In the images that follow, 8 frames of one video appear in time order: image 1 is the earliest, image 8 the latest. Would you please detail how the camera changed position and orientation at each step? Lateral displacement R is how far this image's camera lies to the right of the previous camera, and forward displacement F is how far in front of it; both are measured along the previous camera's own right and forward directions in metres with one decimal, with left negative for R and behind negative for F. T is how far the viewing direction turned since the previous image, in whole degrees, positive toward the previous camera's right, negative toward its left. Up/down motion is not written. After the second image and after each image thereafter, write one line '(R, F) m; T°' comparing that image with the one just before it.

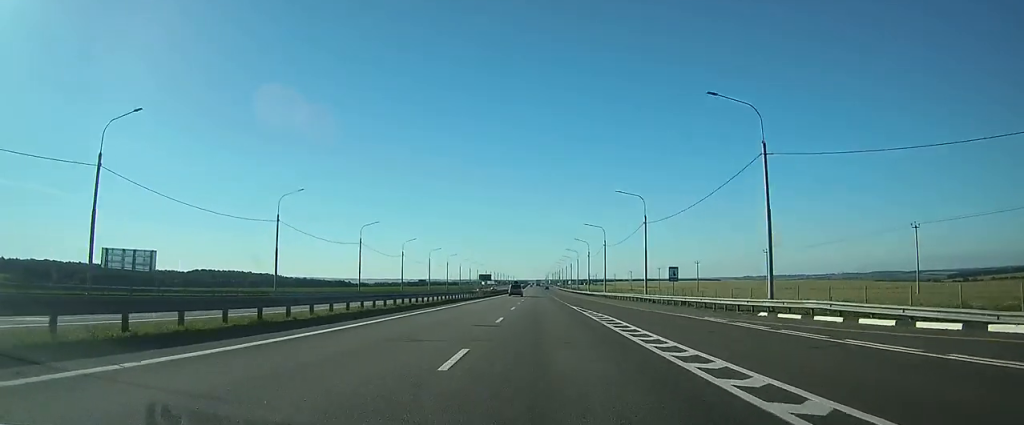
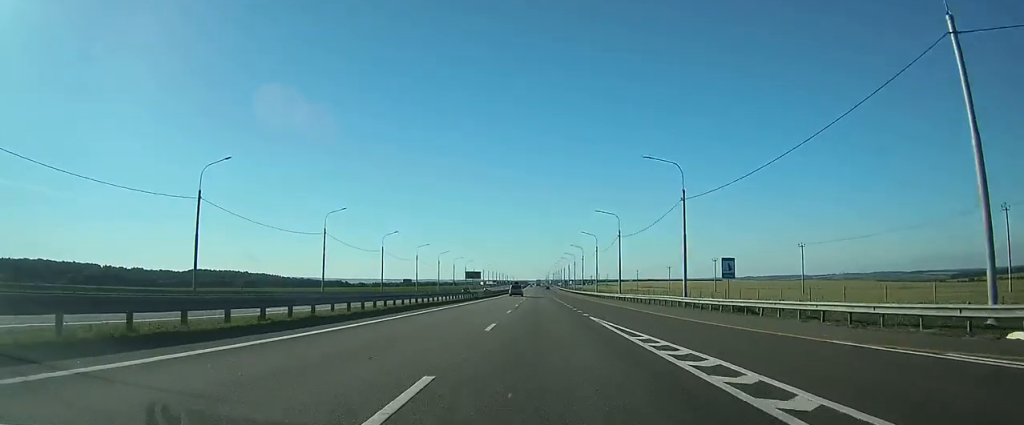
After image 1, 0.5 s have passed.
(0.0, +15.6) m; 0°
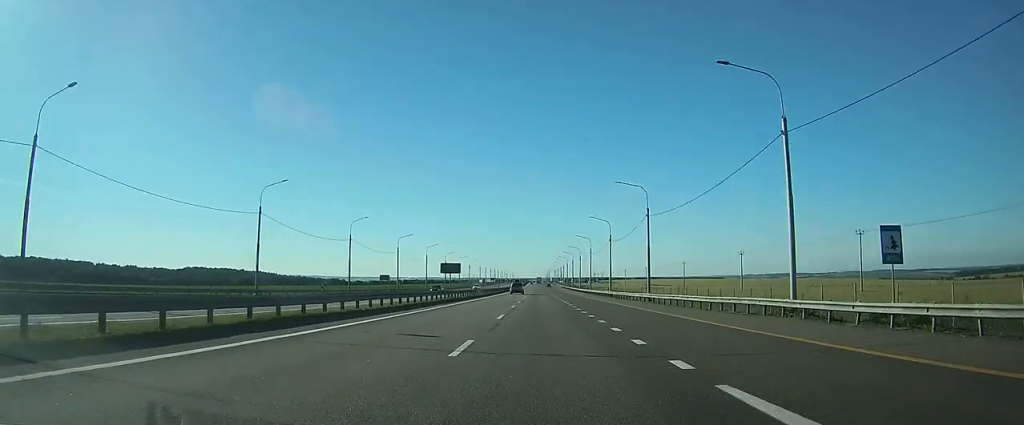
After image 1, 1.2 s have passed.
(0.0, +18.6) m; 0°
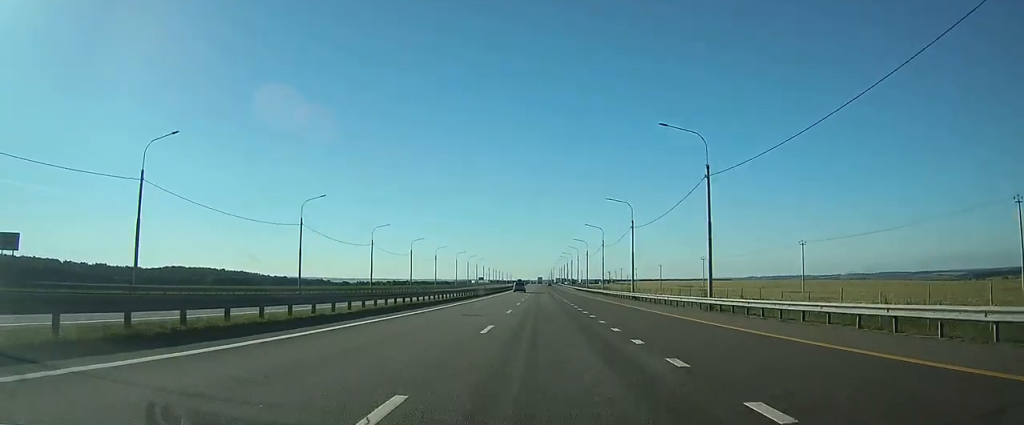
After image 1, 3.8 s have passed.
(-0.2, +78.4) m; 0°
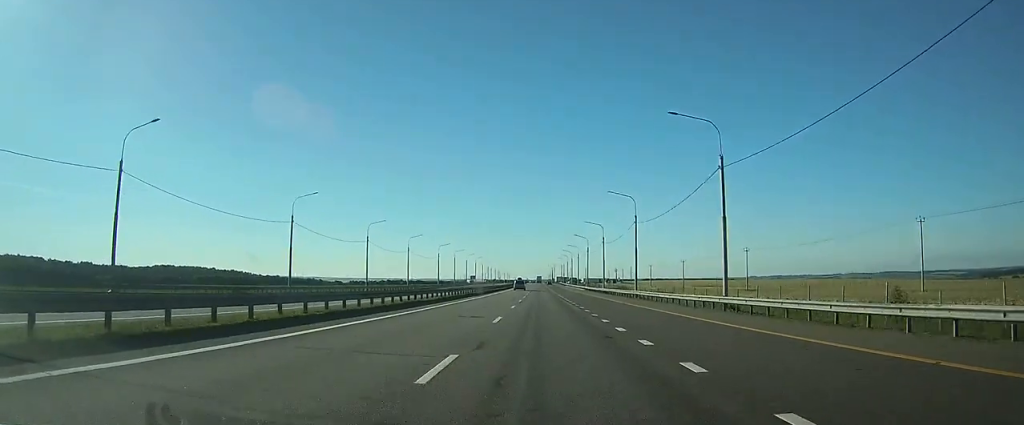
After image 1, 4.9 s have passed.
(0.0, +32.5) m; 0°
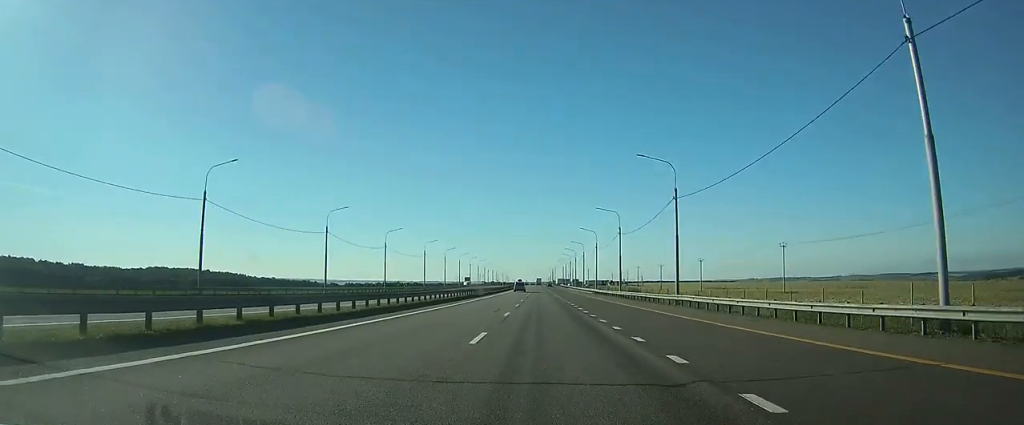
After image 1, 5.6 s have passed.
(0.0, +18.8) m; 0°
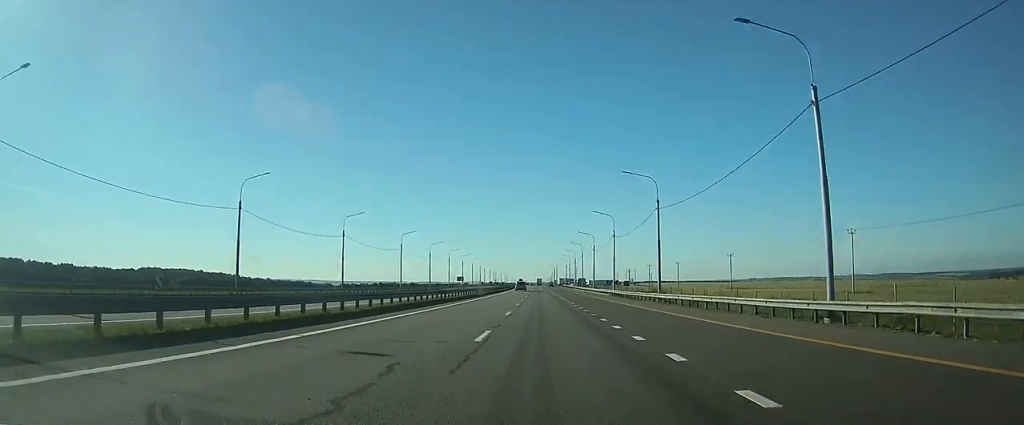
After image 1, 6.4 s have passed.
(+0.1, +23.7) m; 0°
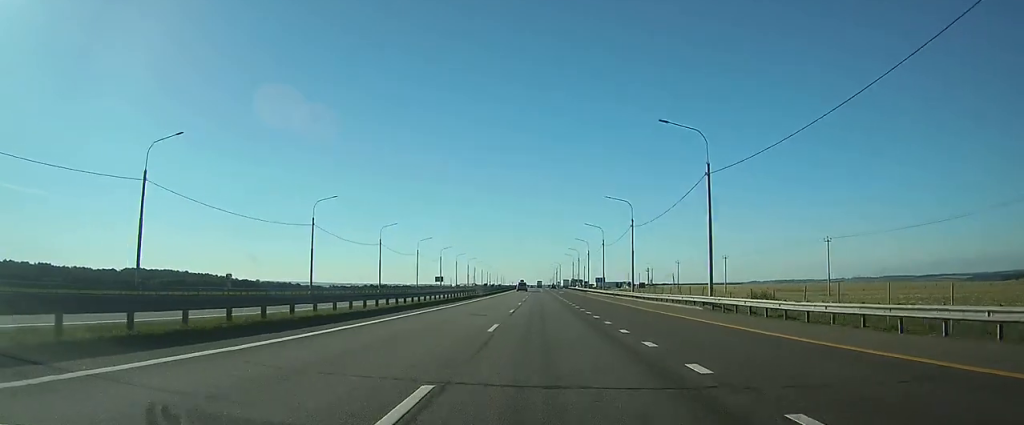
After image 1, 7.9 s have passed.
(0.0, +45.3) m; 0°
